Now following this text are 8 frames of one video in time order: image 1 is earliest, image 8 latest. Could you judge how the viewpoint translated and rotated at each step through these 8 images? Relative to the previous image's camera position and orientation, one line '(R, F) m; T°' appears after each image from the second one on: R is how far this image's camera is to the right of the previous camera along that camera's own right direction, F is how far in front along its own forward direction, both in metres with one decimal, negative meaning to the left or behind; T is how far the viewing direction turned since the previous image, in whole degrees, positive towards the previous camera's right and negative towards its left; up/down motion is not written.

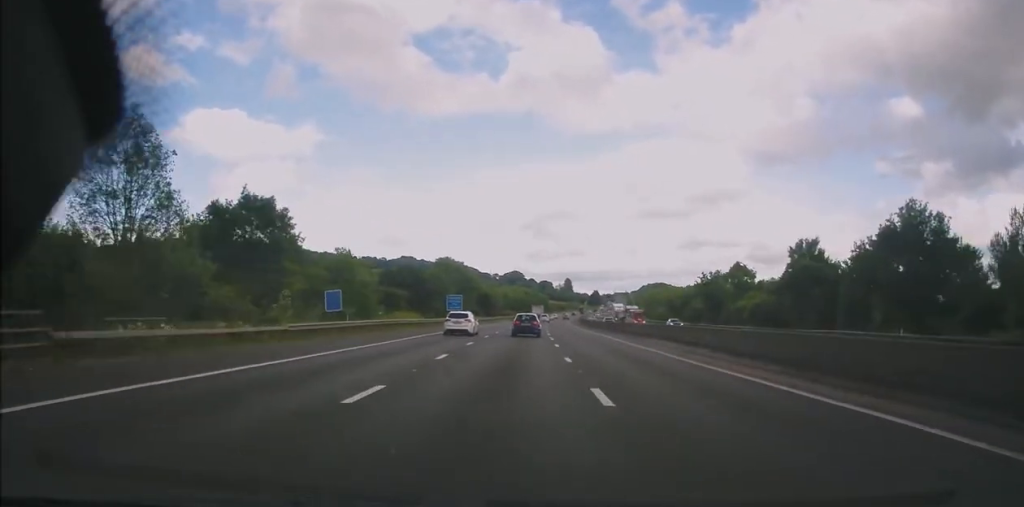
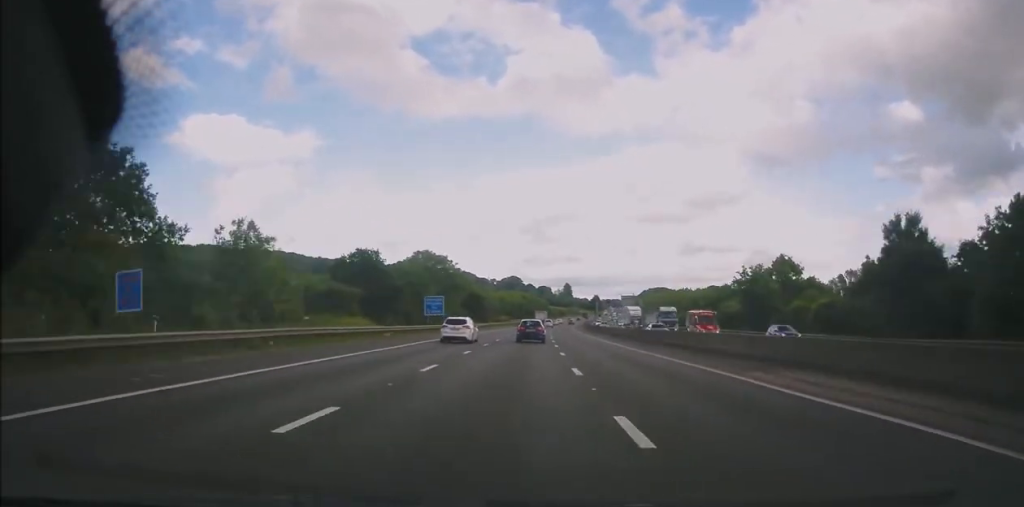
(0.0, +19.3) m; 0°
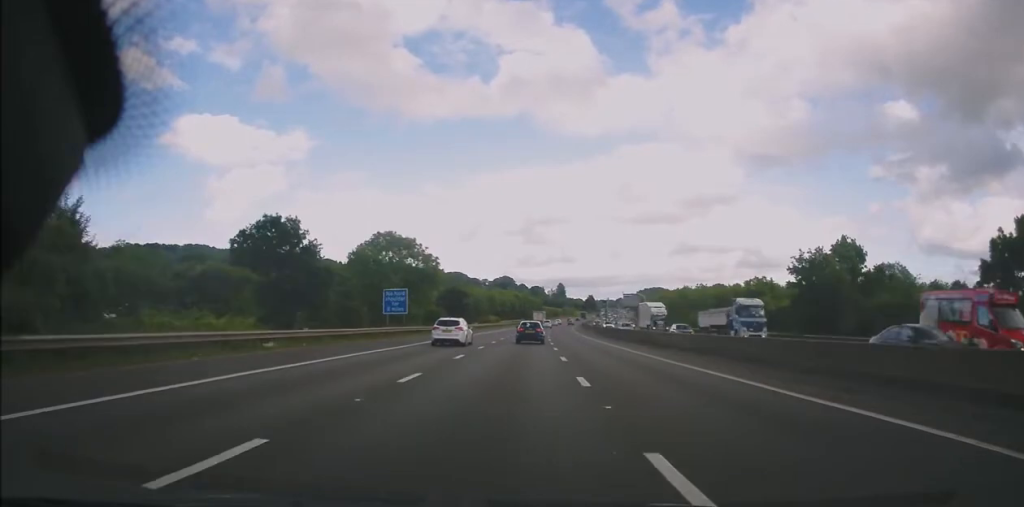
(-0.1, +19.2) m; +1°
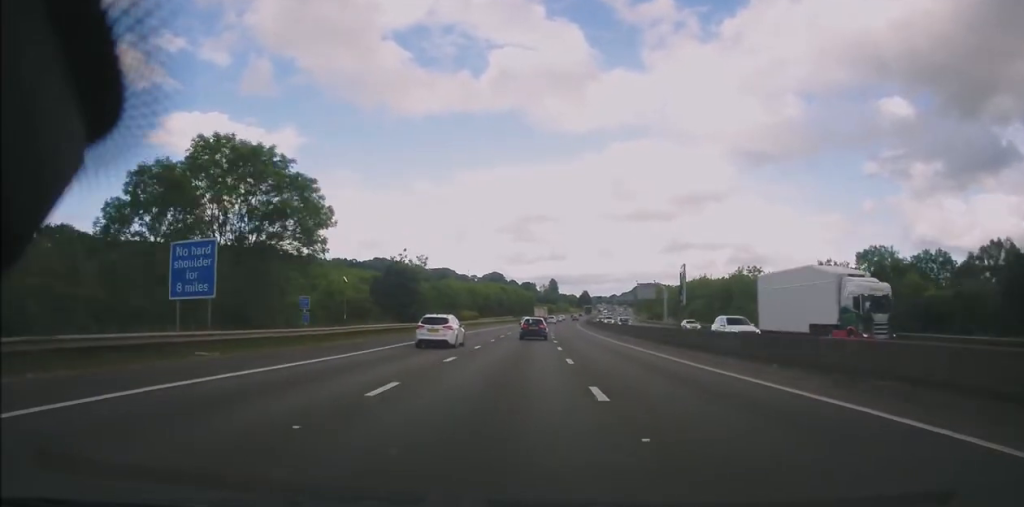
(+0.6, +36.8) m; +1°
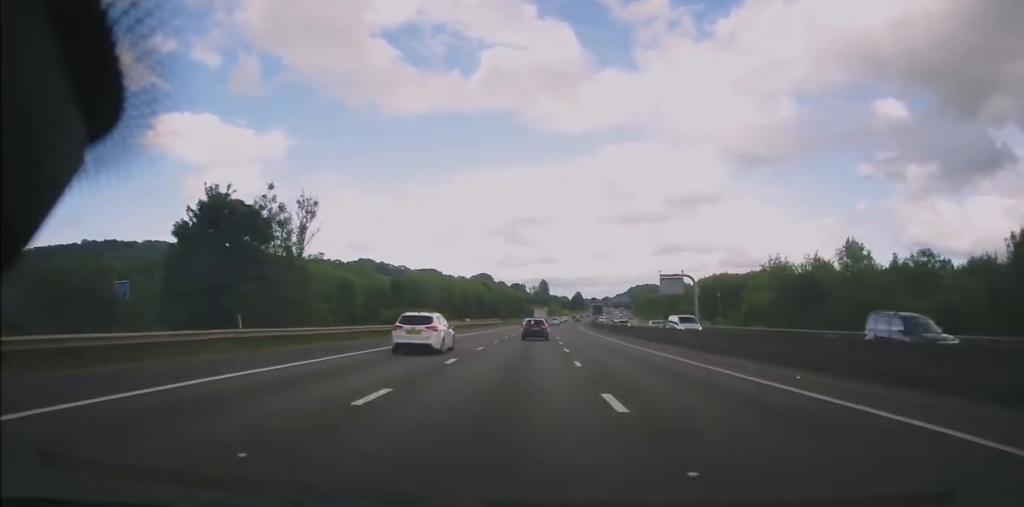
(0.0, +35.1) m; 0°
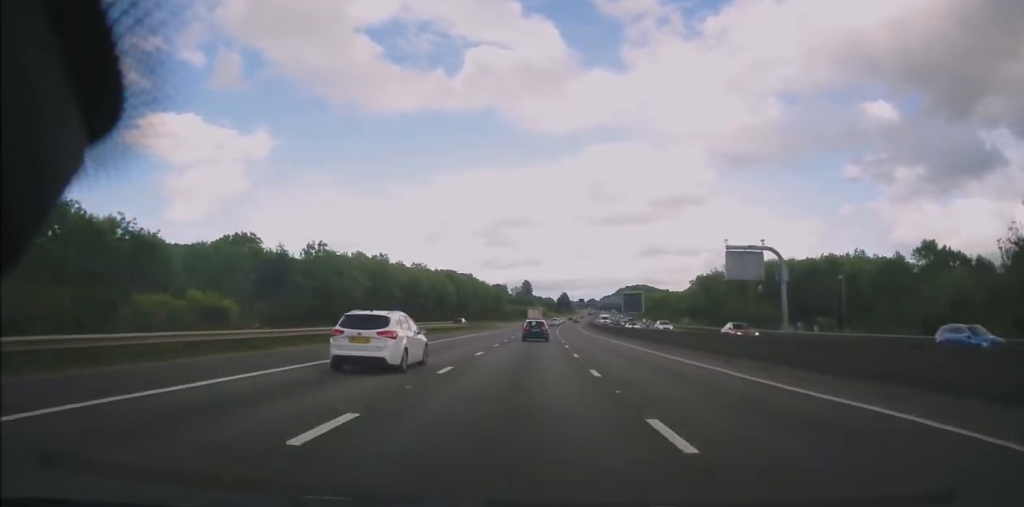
(+0.6, +44.9) m; +2°
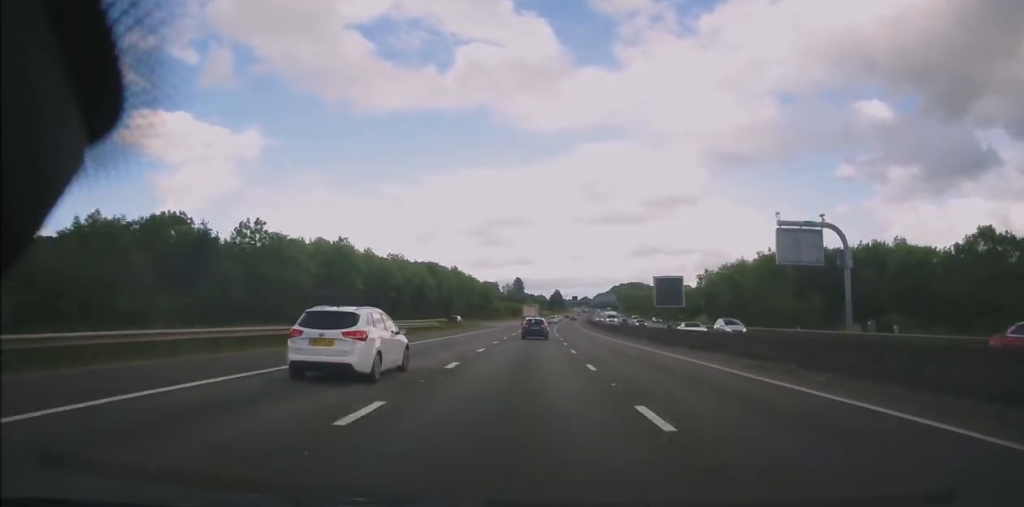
(+0.1, +15.8) m; +1°
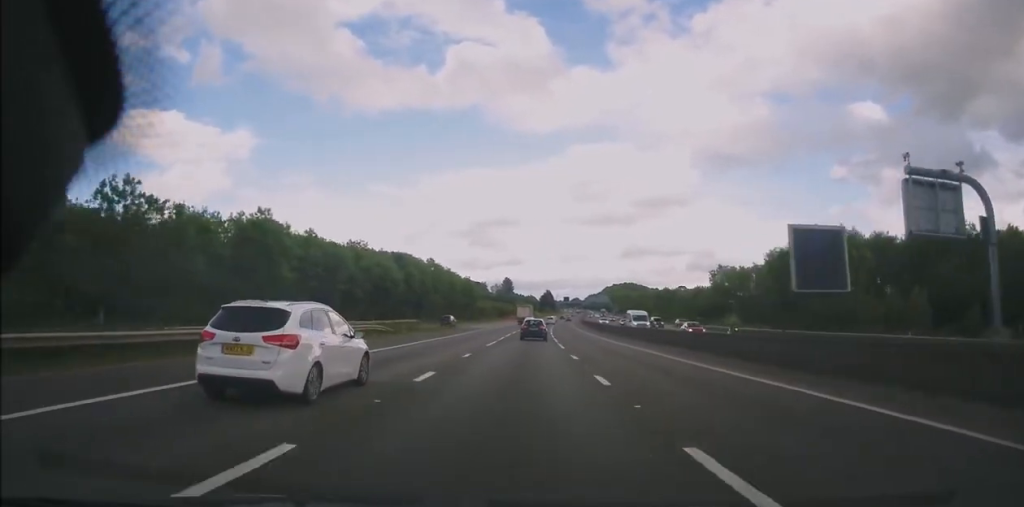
(+0.3, +20.1) m; +1°
